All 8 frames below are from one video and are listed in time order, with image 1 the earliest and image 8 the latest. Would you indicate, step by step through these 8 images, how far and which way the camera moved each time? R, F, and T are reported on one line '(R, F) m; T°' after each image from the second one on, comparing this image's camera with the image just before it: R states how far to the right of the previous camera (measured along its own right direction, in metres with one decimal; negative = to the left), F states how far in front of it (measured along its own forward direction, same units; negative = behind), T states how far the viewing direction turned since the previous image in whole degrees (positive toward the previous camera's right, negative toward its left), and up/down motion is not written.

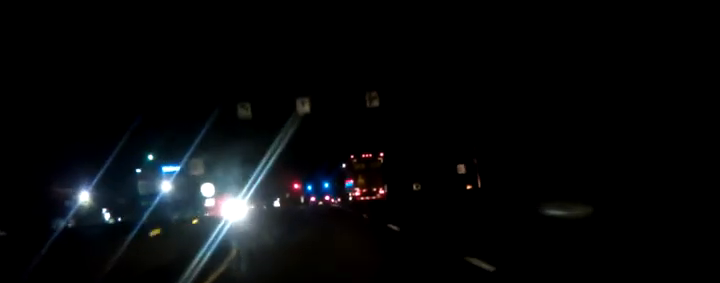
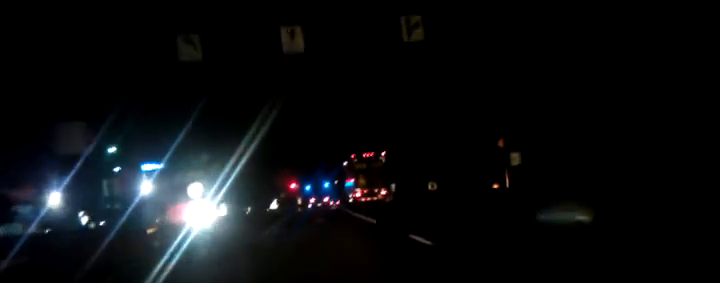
(-0.1, +17.5) m; 0°
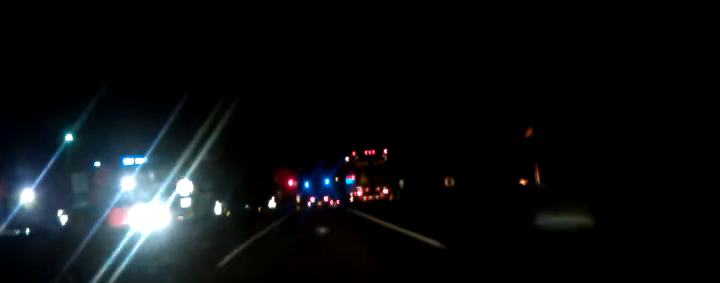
(+0.2, +13.3) m; 0°
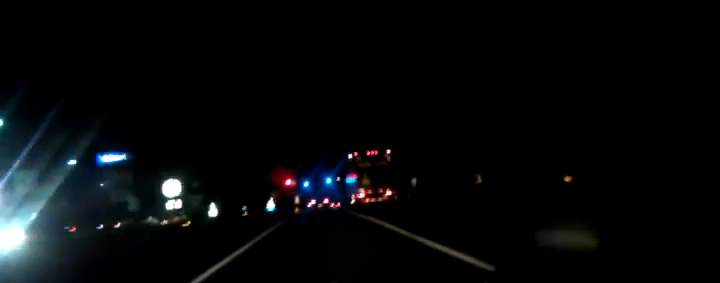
(0.0, +15.2) m; 0°
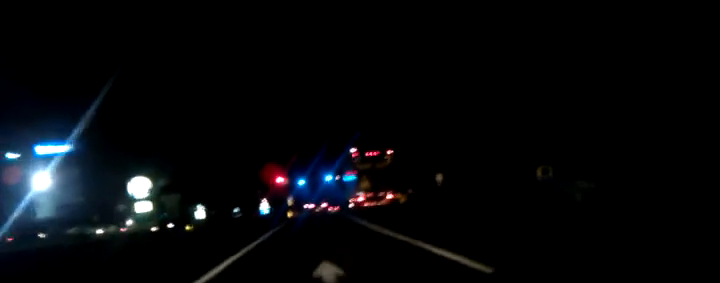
(-0.1, +23.6) m; +1°
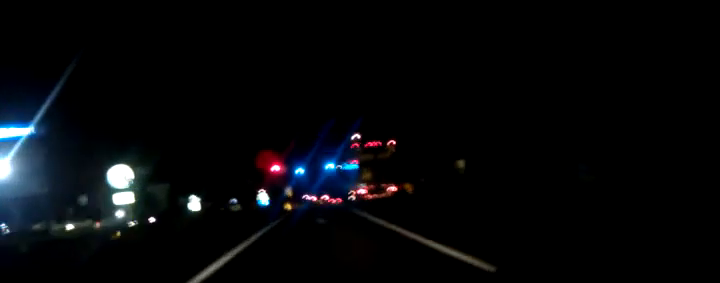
(+0.2, +11.0) m; +1°
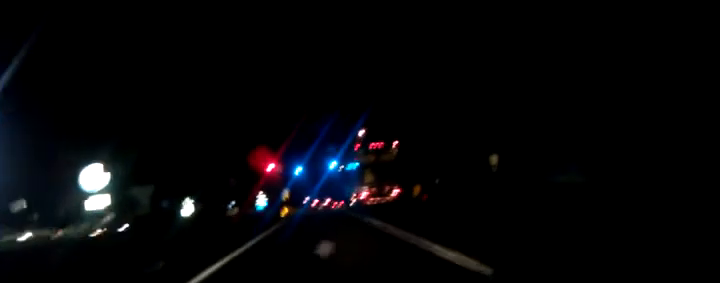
(0.0, +13.9) m; 0°
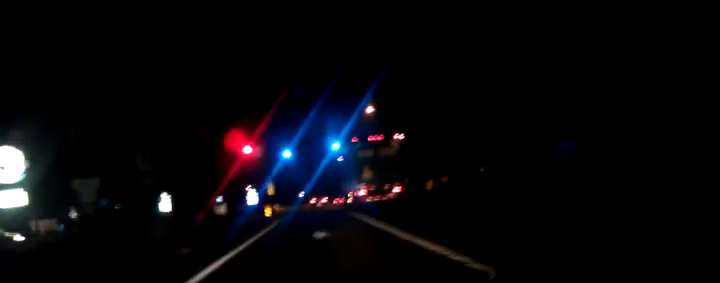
(-0.2, +25.0) m; -1°
